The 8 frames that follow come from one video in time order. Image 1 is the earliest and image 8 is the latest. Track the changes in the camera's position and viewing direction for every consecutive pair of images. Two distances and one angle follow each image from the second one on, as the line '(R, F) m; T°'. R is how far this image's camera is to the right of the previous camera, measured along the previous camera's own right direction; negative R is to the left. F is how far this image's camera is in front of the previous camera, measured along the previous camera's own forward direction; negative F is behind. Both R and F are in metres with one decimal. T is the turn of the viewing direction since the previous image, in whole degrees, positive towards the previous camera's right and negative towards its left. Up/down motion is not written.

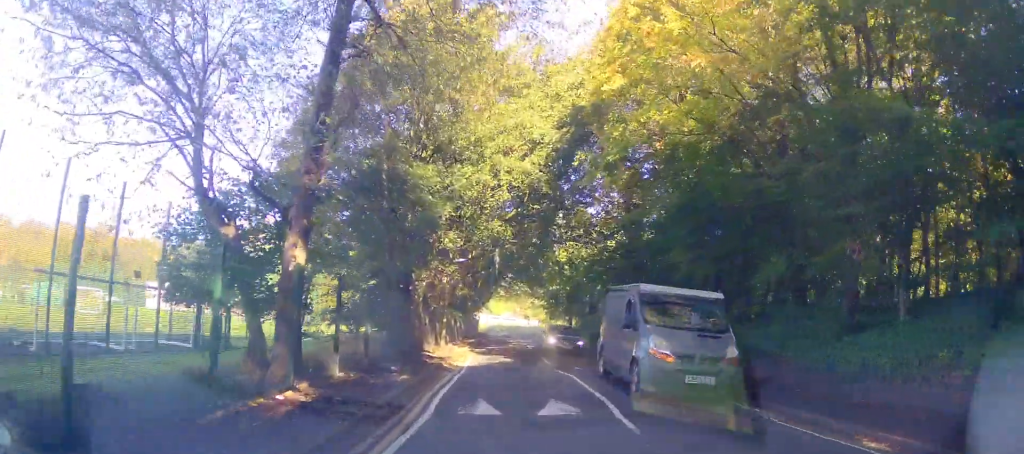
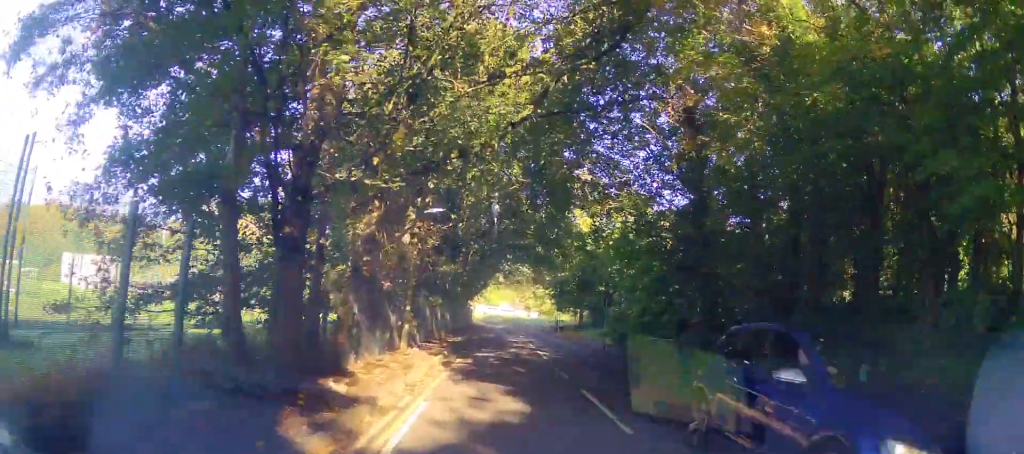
(-0.3, +13.9) m; -3°
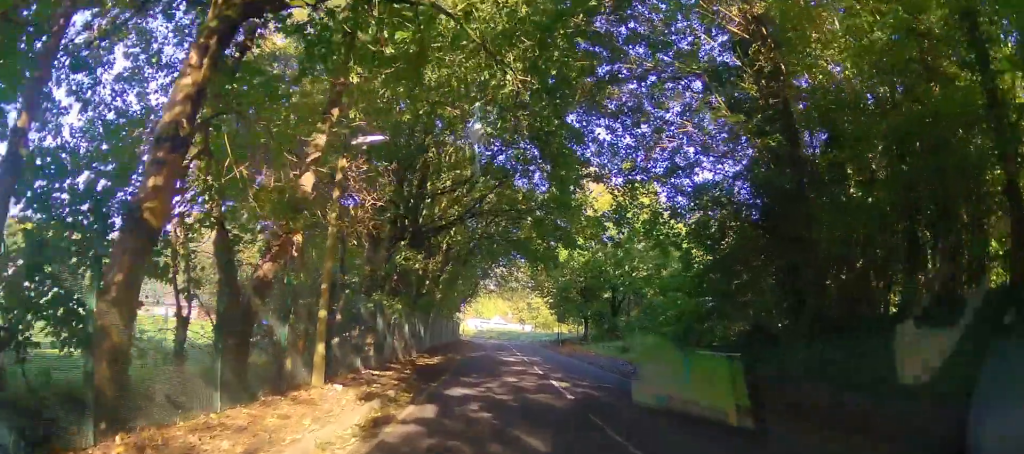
(+0.1, +9.1) m; +2°
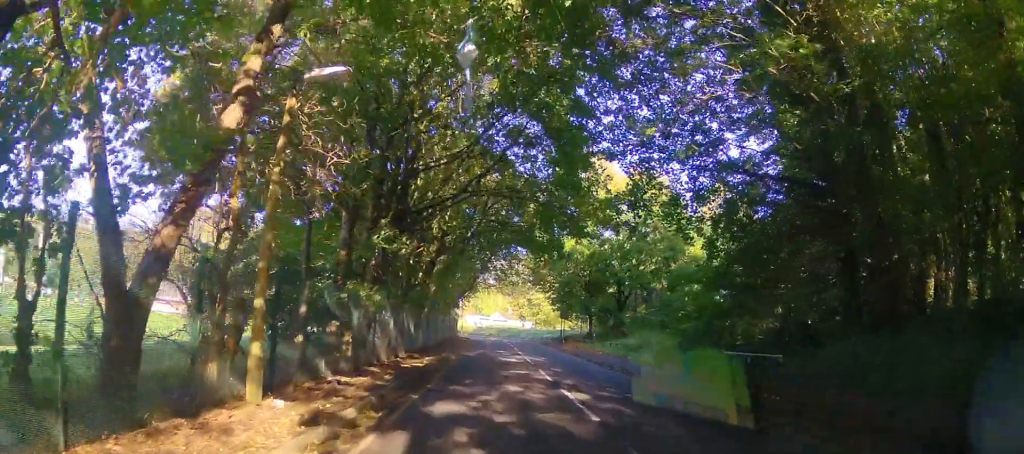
(0.0, +2.9) m; +1°
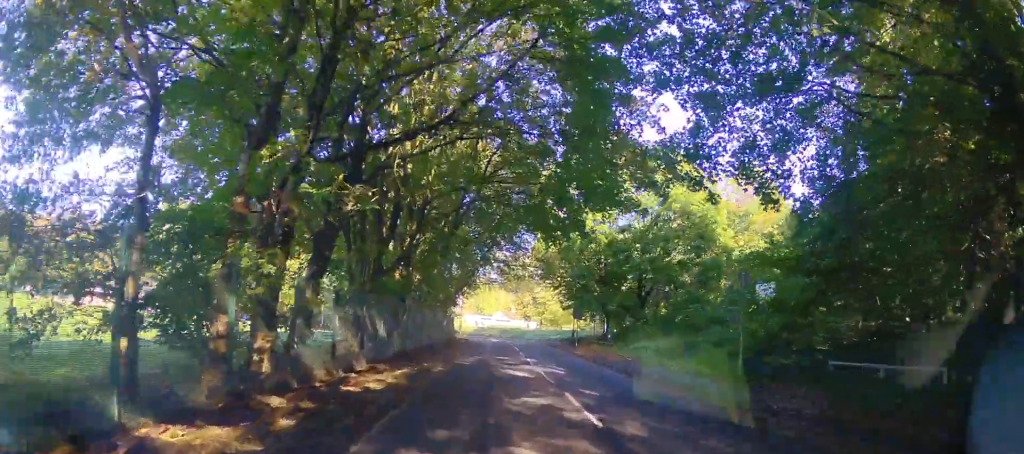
(0.0, +5.9) m; -2°
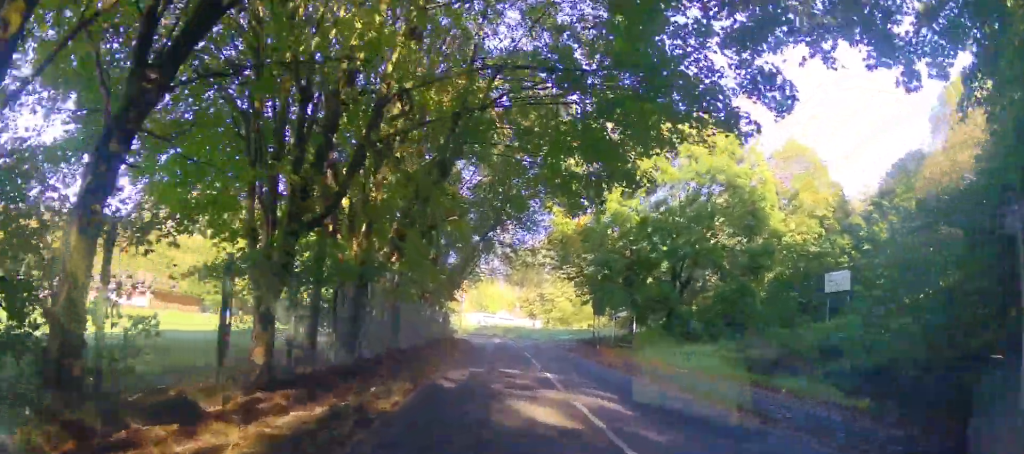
(-0.3, +6.0) m; -5°
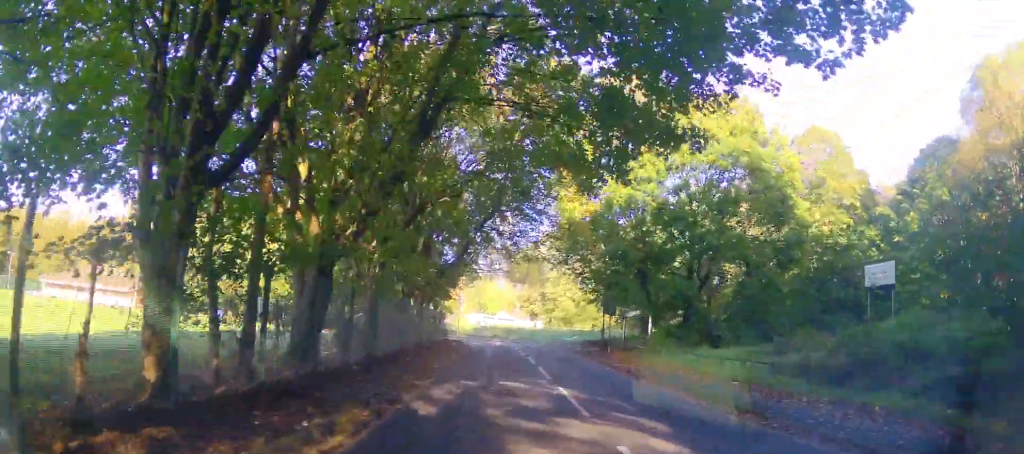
(-0.1, +2.8) m; +2°
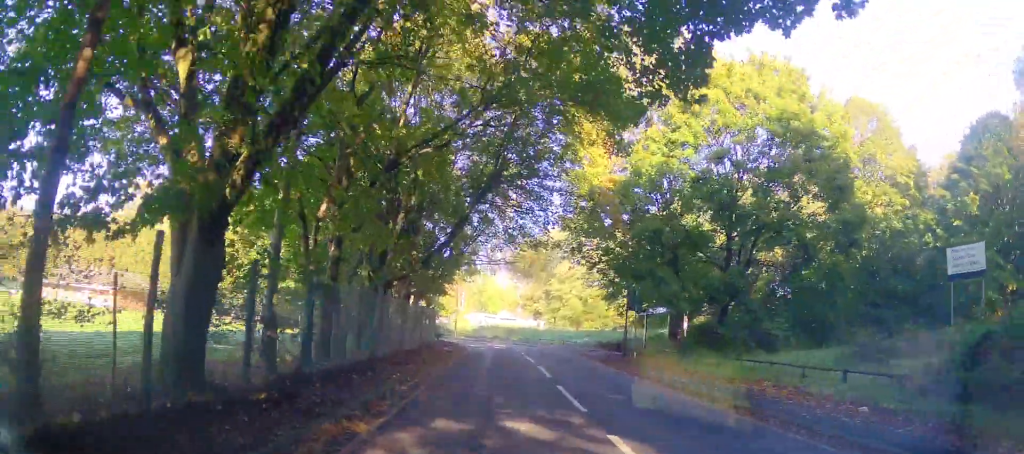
(-0.1, +4.2) m; +3°
